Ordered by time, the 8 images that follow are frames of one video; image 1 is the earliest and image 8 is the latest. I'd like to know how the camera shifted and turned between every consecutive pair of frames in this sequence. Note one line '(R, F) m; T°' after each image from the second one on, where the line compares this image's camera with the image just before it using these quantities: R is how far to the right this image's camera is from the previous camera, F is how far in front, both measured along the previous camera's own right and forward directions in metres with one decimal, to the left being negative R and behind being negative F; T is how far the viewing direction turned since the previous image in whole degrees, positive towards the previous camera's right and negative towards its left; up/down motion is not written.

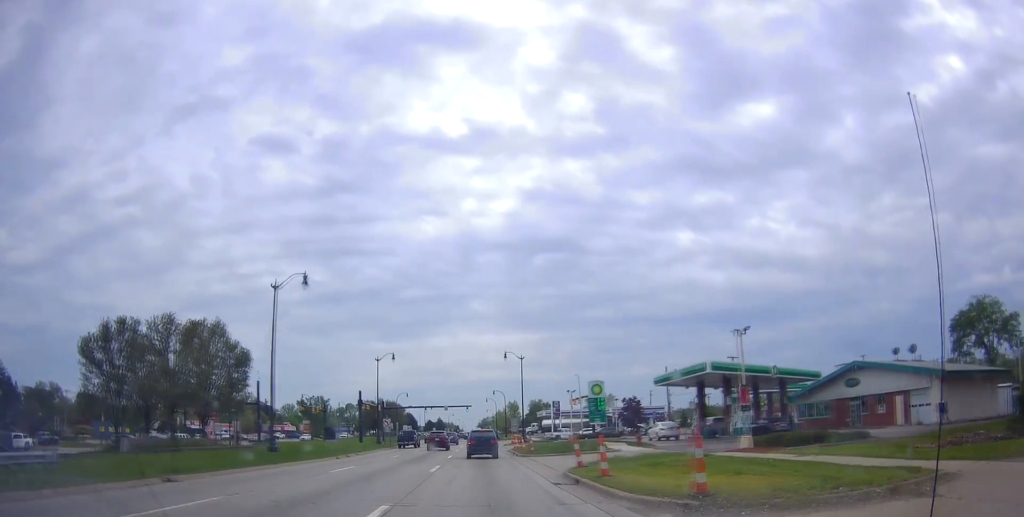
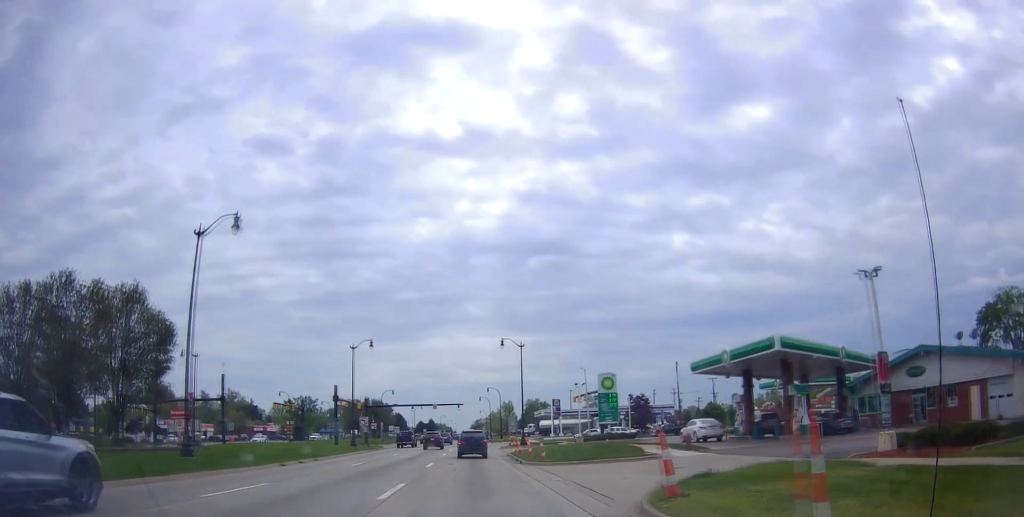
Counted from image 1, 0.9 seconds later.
(0.0, +9.7) m; +2°
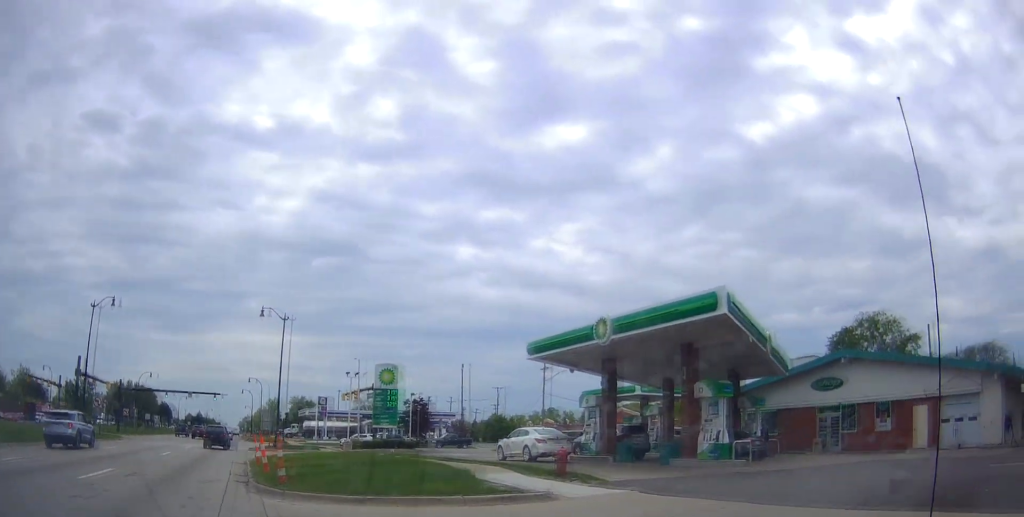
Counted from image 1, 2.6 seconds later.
(+1.3, +13.0) m; +24°
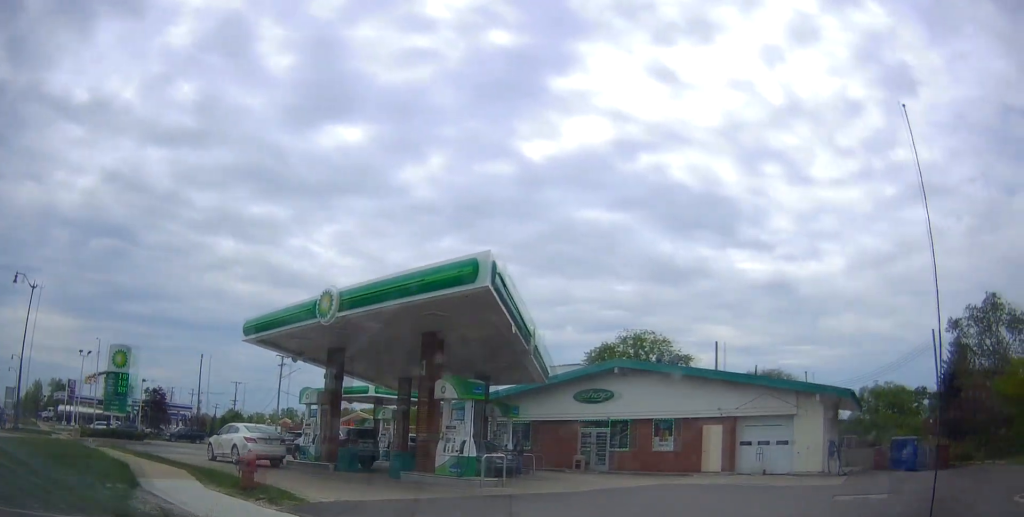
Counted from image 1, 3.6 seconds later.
(+0.9, +4.1) m; +29°
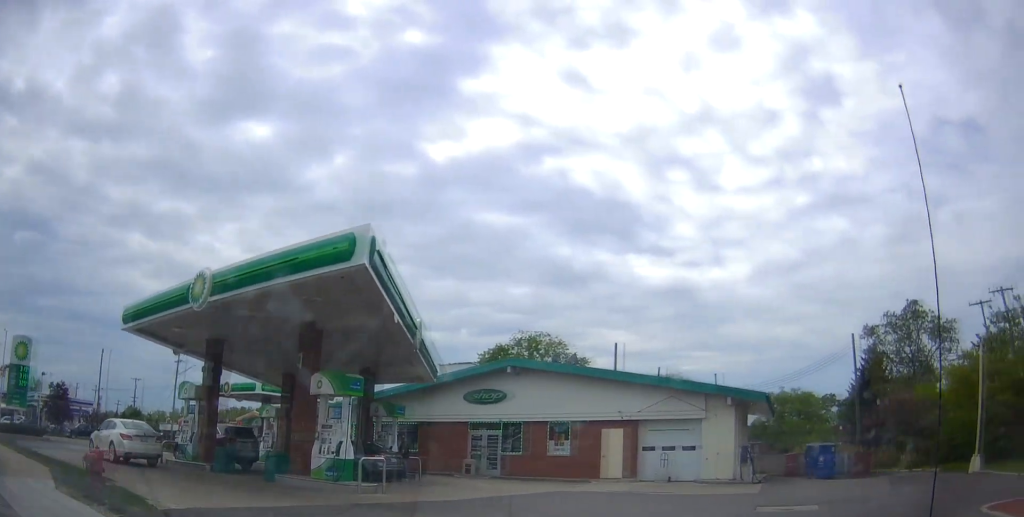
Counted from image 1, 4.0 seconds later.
(+0.5, +1.5) m; +10°
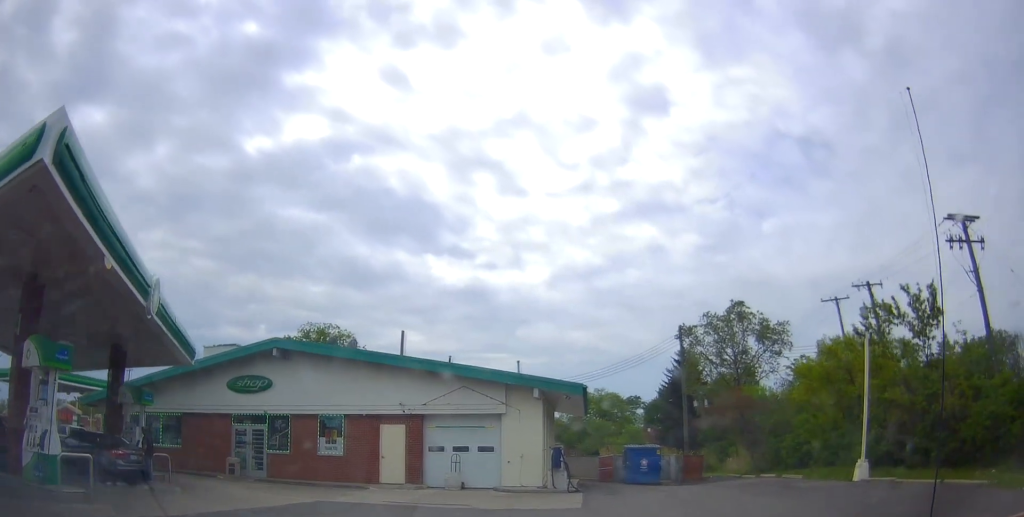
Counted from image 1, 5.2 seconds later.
(+0.7, +4.5) m; +16°
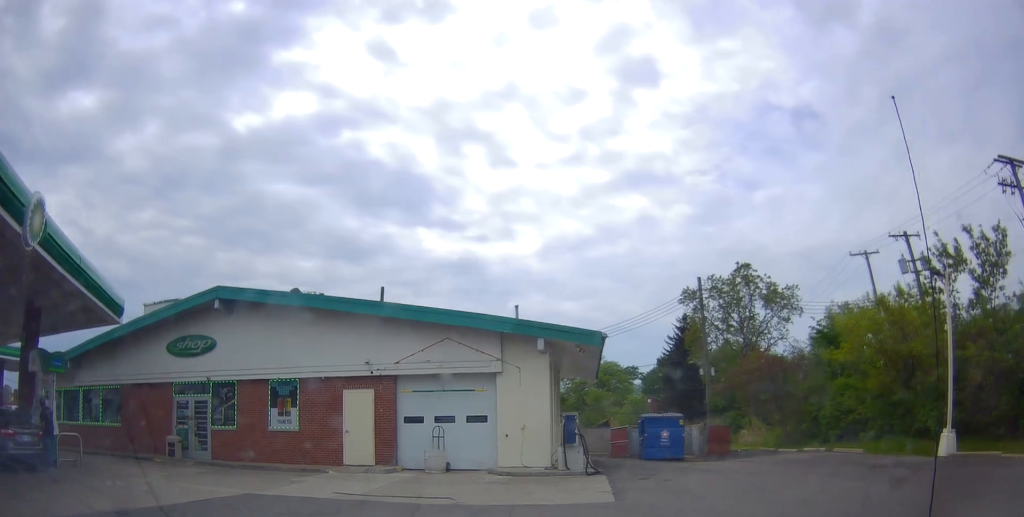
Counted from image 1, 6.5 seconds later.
(+0.4, +5.2) m; -1°
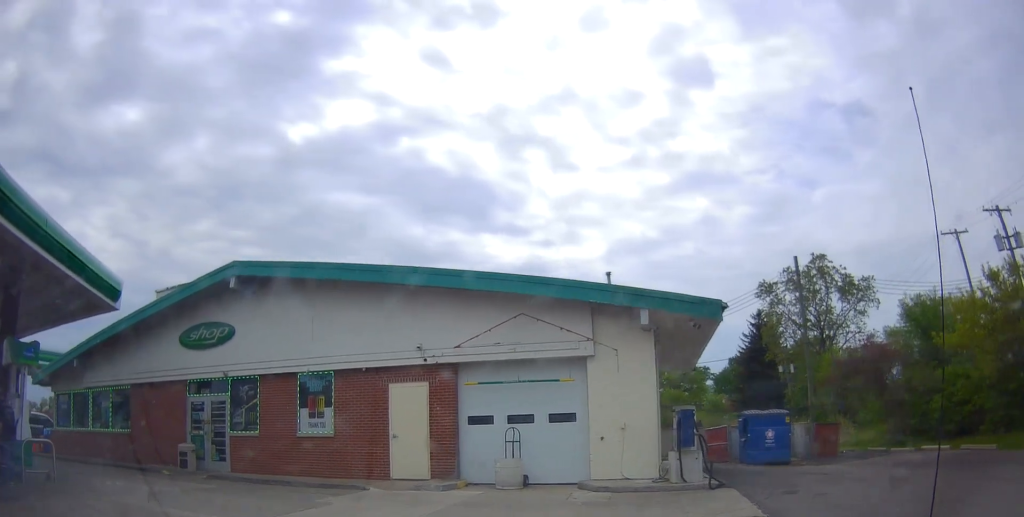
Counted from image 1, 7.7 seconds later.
(-0.5, +3.9) m; -6°
